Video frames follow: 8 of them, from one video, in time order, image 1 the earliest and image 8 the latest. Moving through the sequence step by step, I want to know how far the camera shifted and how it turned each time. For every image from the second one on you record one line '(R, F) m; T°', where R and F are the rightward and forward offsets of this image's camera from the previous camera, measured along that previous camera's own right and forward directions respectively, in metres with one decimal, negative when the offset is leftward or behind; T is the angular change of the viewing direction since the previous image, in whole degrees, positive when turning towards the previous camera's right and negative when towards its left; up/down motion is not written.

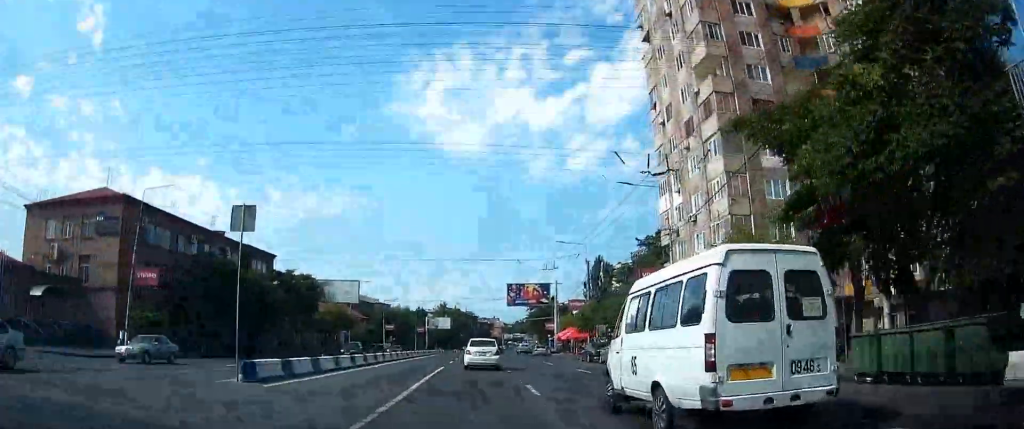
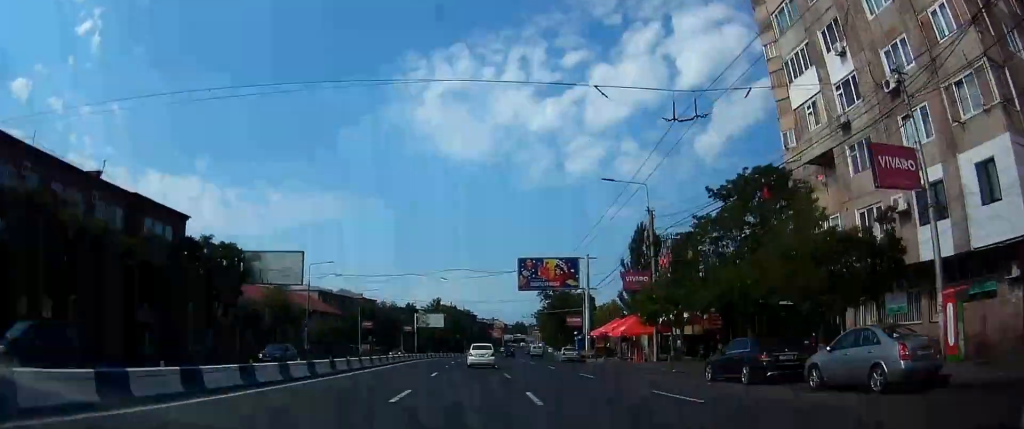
(-0.1, +25.8) m; 0°
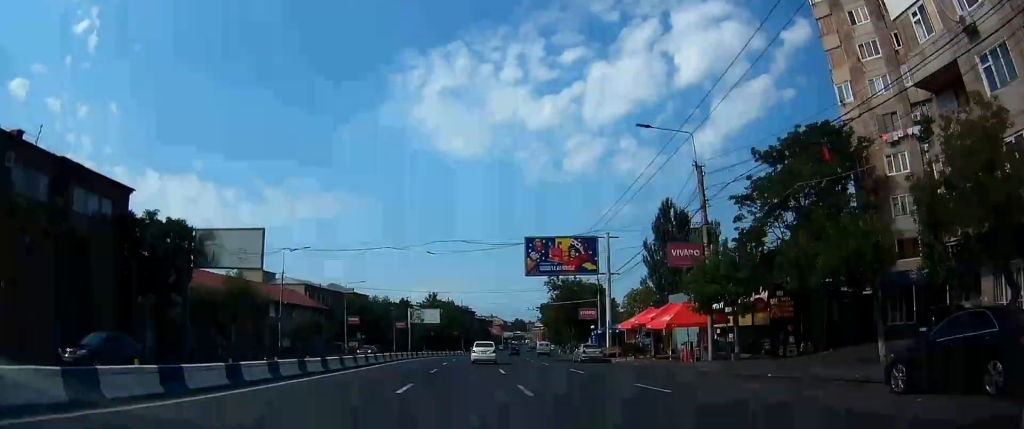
(0.0, +10.4) m; 0°
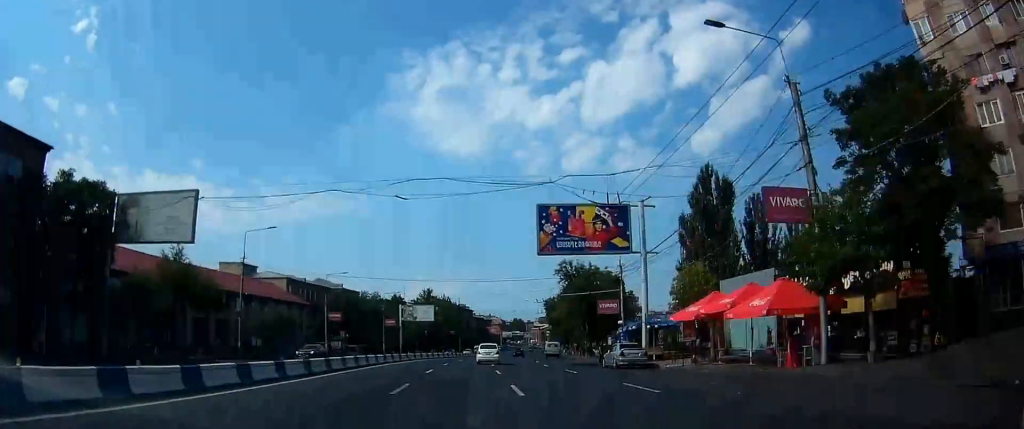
(0.0, +11.6) m; 0°
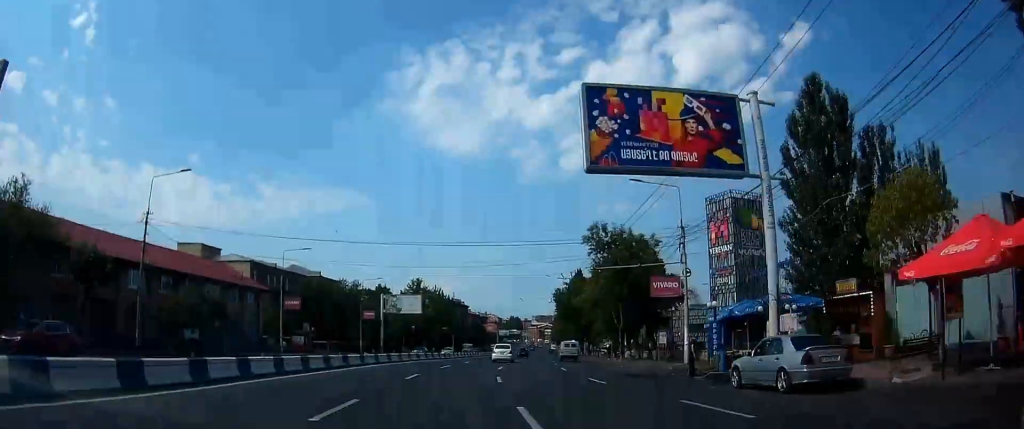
(+0.2, +18.4) m; +1°
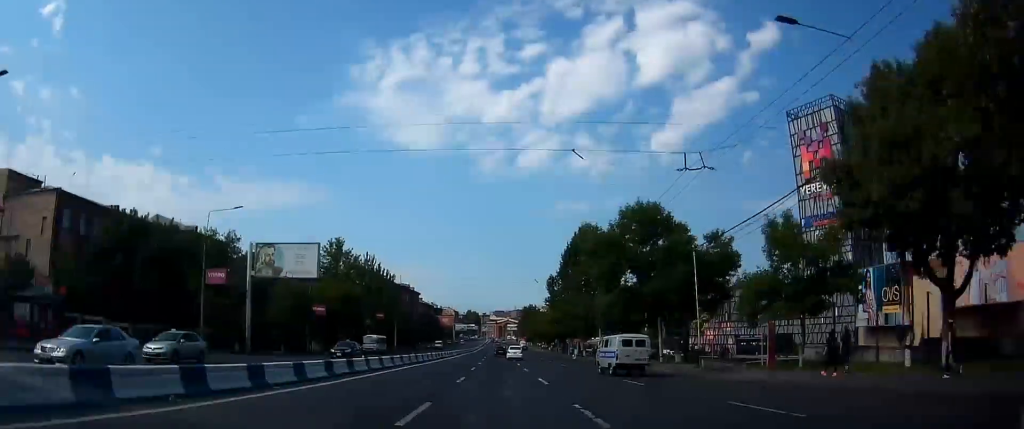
(-0.2, +47.1) m; +2°
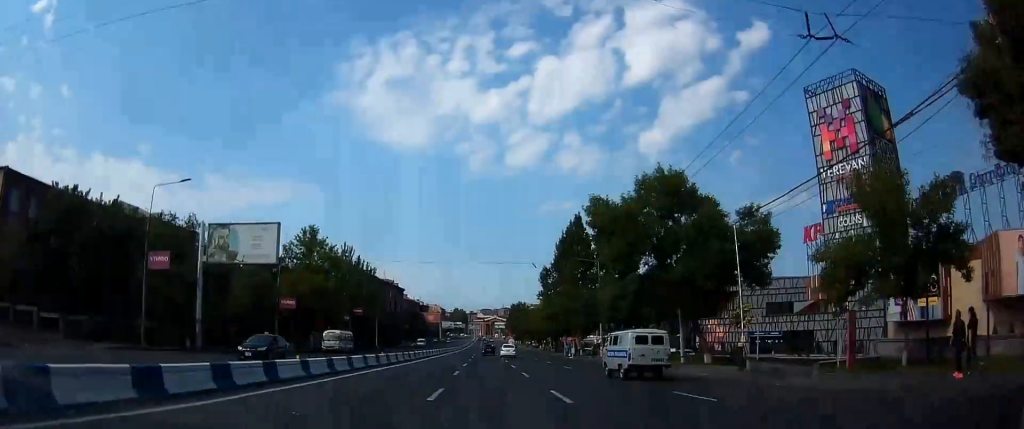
(0.0, +7.7) m; +1°
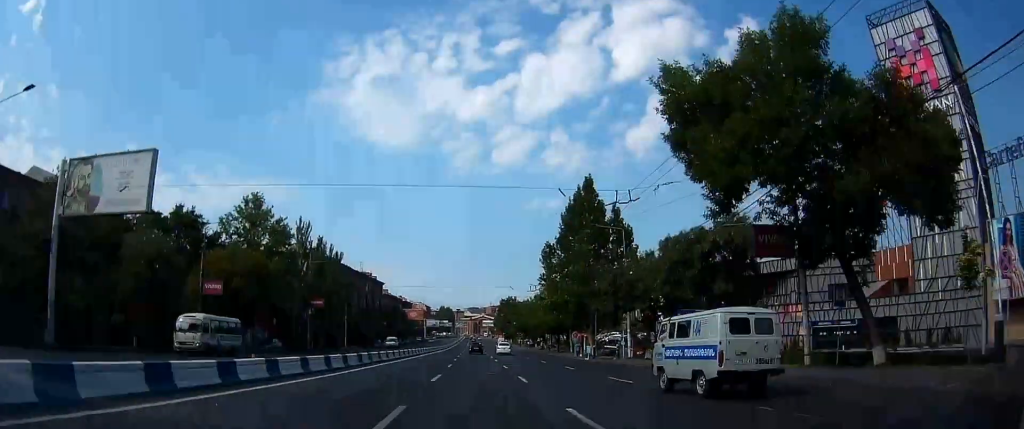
(+0.5, +17.1) m; +1°
